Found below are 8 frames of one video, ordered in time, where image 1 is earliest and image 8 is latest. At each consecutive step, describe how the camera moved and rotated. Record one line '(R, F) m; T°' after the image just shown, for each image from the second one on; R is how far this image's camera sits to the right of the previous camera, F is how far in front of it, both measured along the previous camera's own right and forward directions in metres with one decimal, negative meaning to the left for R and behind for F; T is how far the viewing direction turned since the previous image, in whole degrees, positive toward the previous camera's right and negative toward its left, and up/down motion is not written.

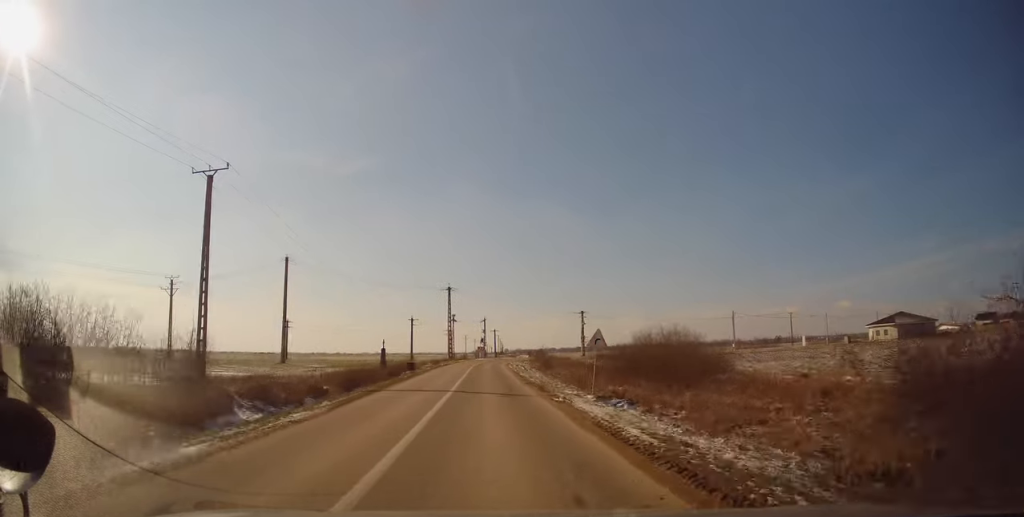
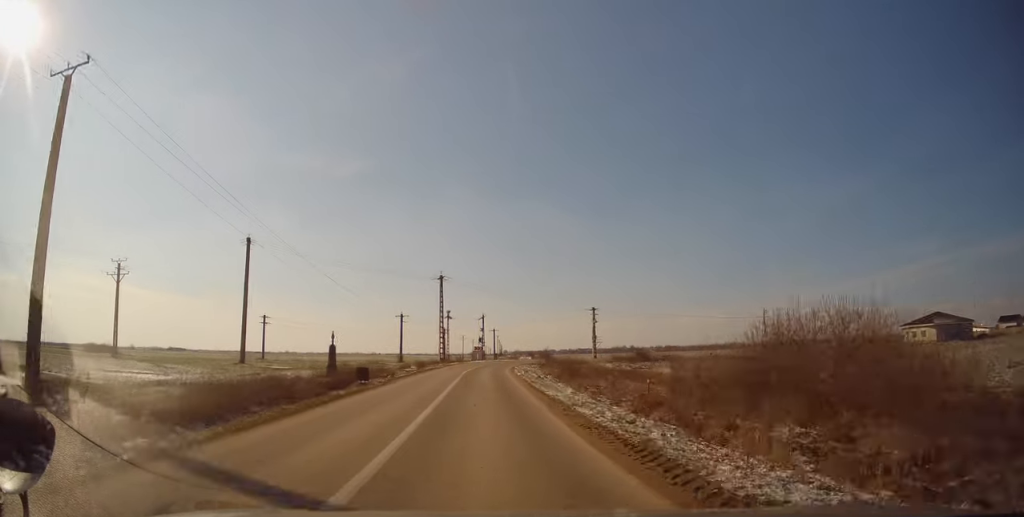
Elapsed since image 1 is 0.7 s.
(-0.2, +13.6) m; 0°
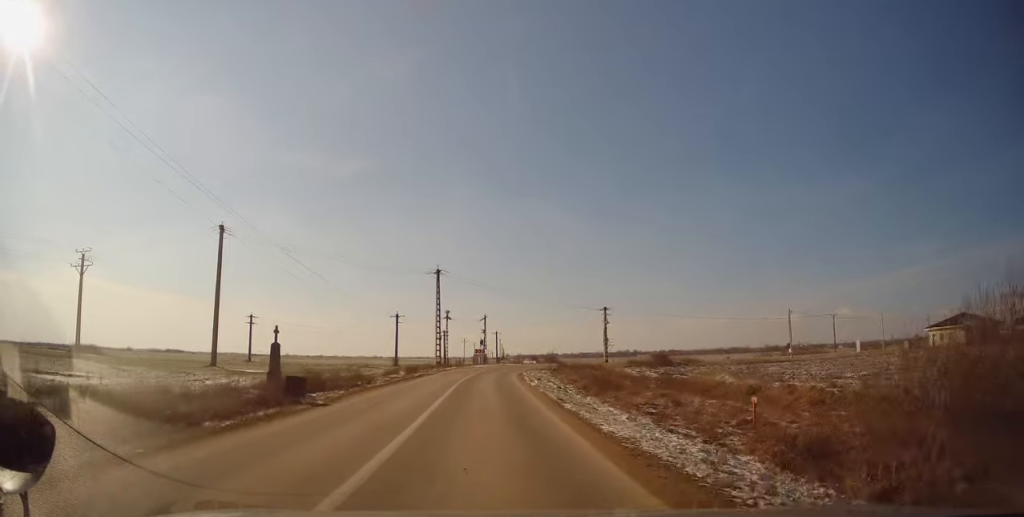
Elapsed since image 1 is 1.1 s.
(0.0, +8.1) m; 0°
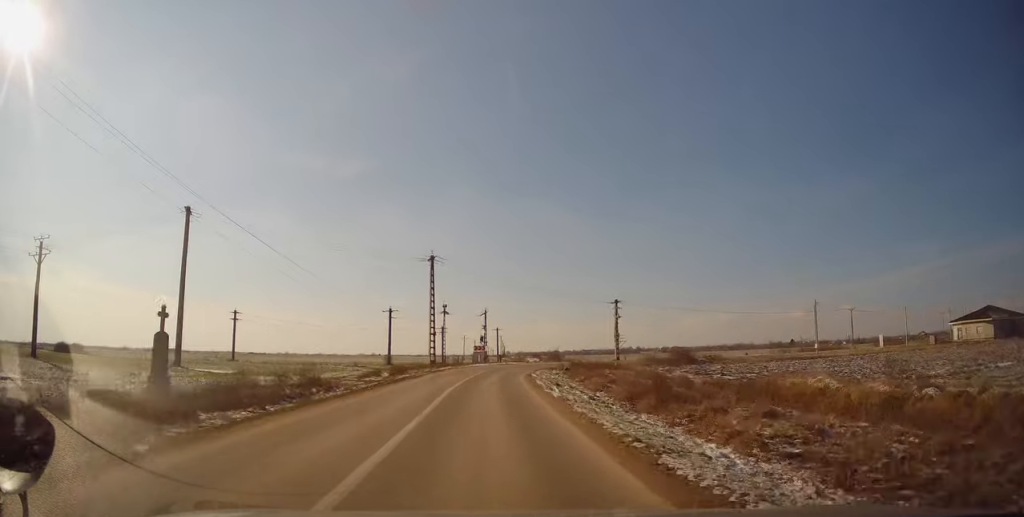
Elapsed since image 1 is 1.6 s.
(+0.2, +7.8) m; 0°
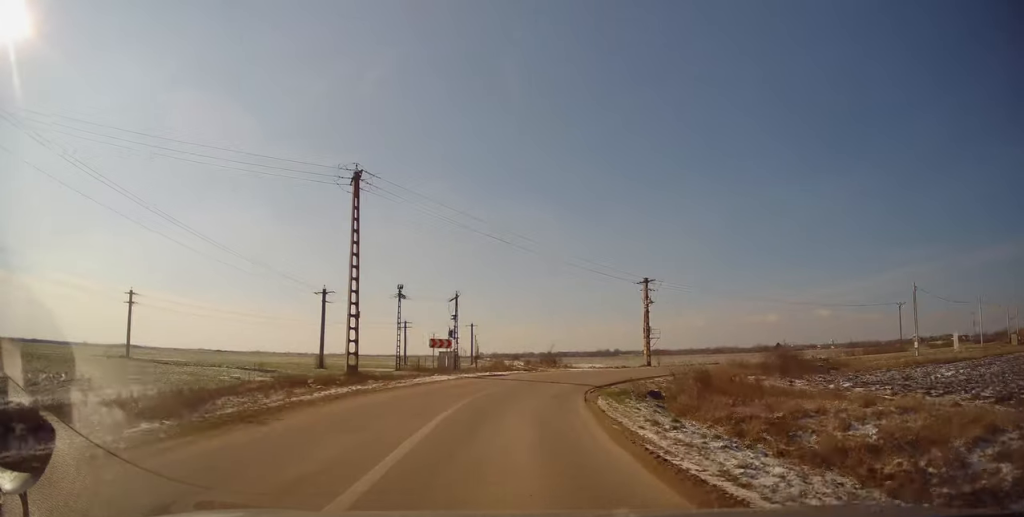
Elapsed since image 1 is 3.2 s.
(+0.1, +27.3) m; +3°
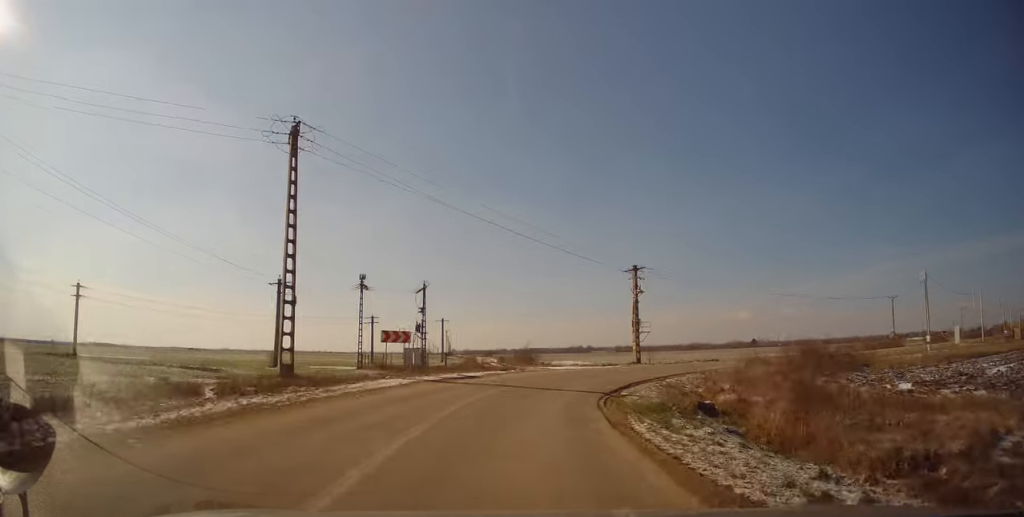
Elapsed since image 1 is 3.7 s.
(-0.1, +6.4) m; +3°
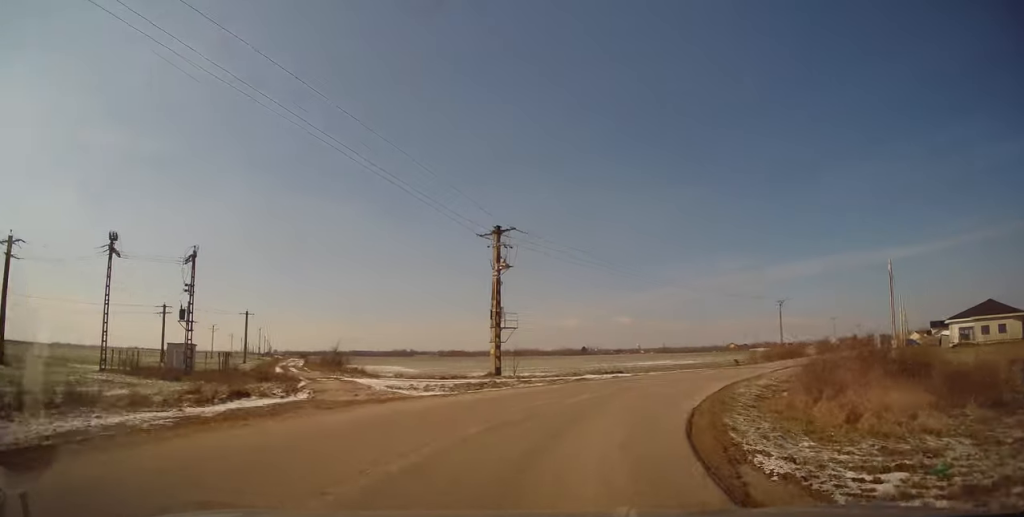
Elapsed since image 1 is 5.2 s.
(+2.7, +19.7) m; +18°
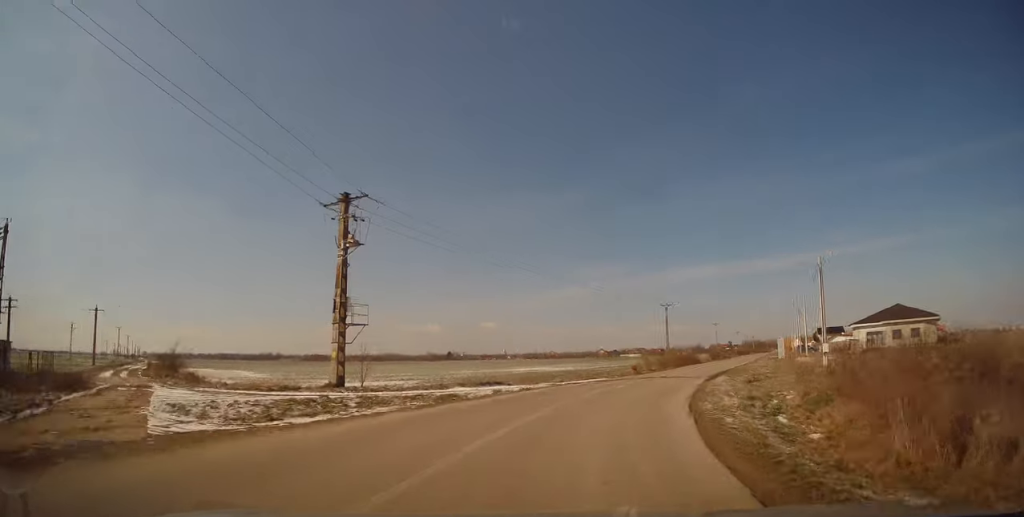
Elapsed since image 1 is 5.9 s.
(+0.1, +8.6) m; +13°
